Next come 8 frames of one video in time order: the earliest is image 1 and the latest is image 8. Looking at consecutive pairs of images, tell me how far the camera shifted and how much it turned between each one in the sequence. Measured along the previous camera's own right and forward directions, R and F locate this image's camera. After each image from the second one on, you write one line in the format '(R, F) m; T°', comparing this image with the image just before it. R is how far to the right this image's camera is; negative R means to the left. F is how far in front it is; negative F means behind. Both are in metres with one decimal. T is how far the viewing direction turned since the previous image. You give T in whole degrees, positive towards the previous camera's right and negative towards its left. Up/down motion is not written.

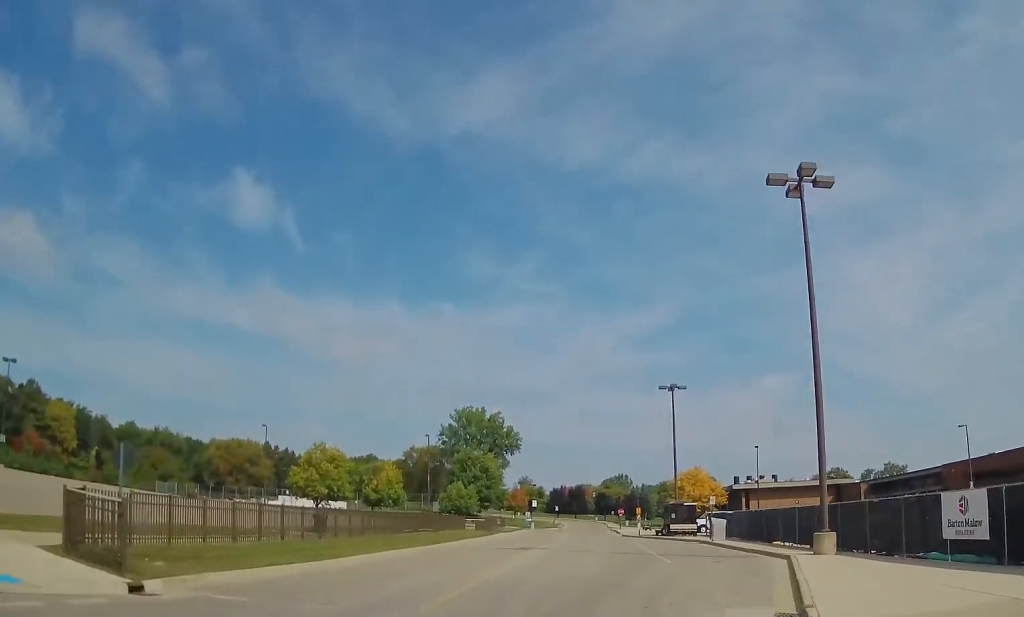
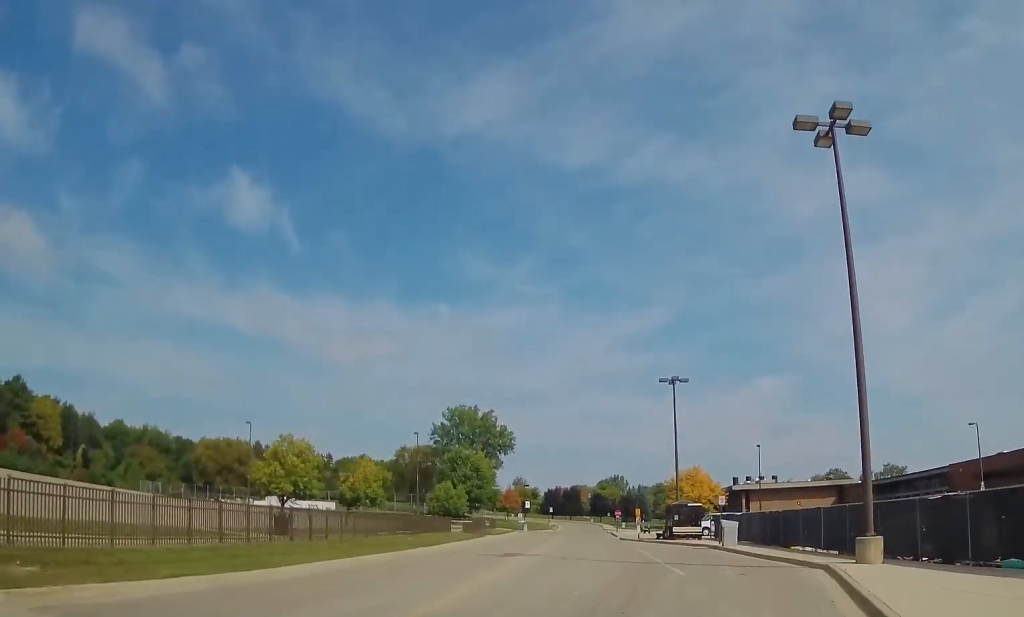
(-0.1, +3.8) m; 0°
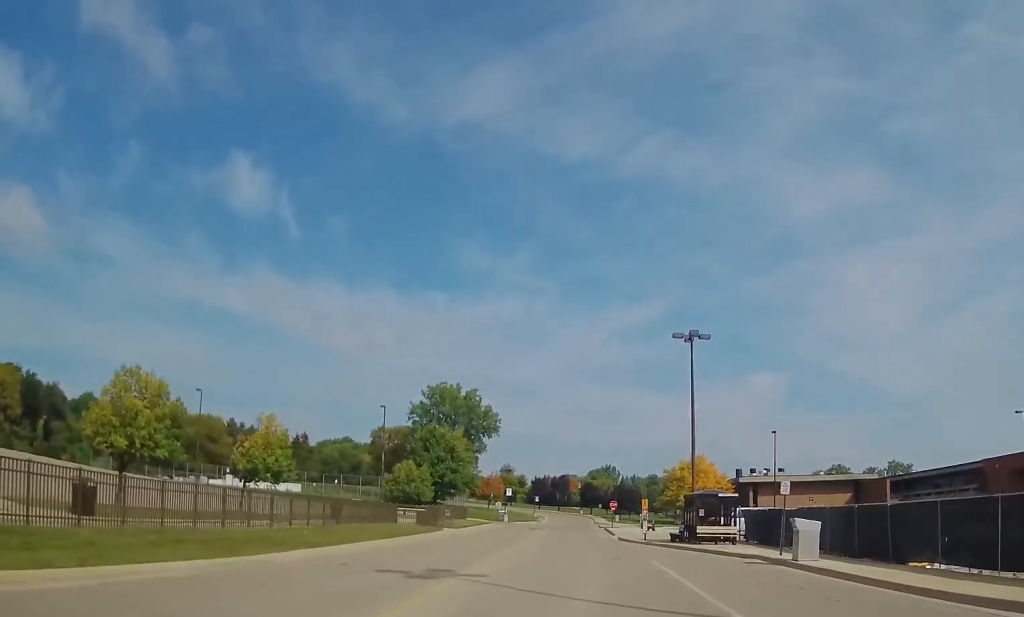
(+0.3, +13.2) m; 0°
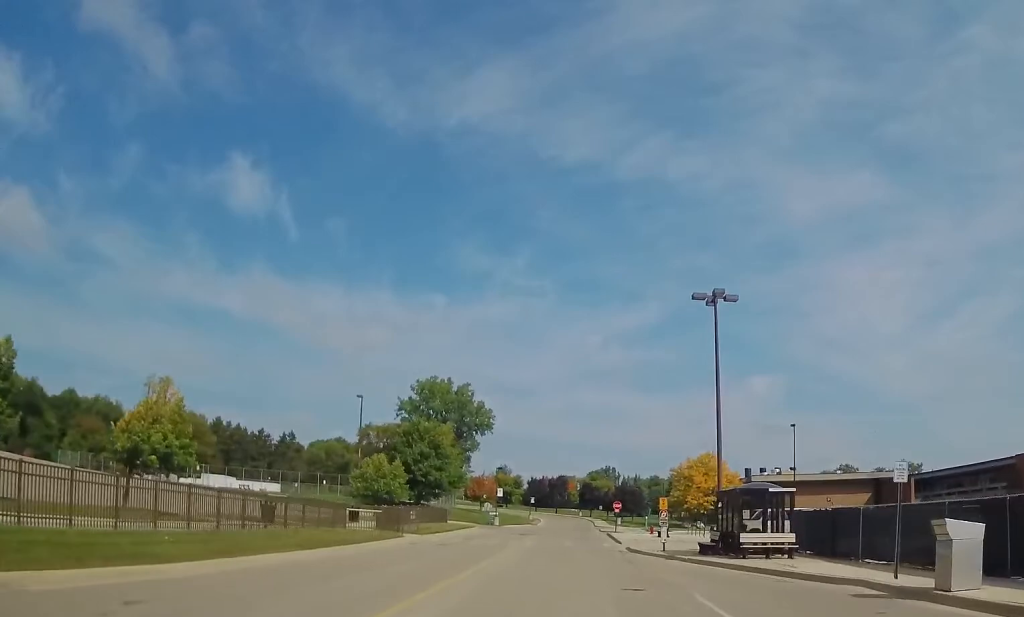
(-0.3, +9.4) m; 0°
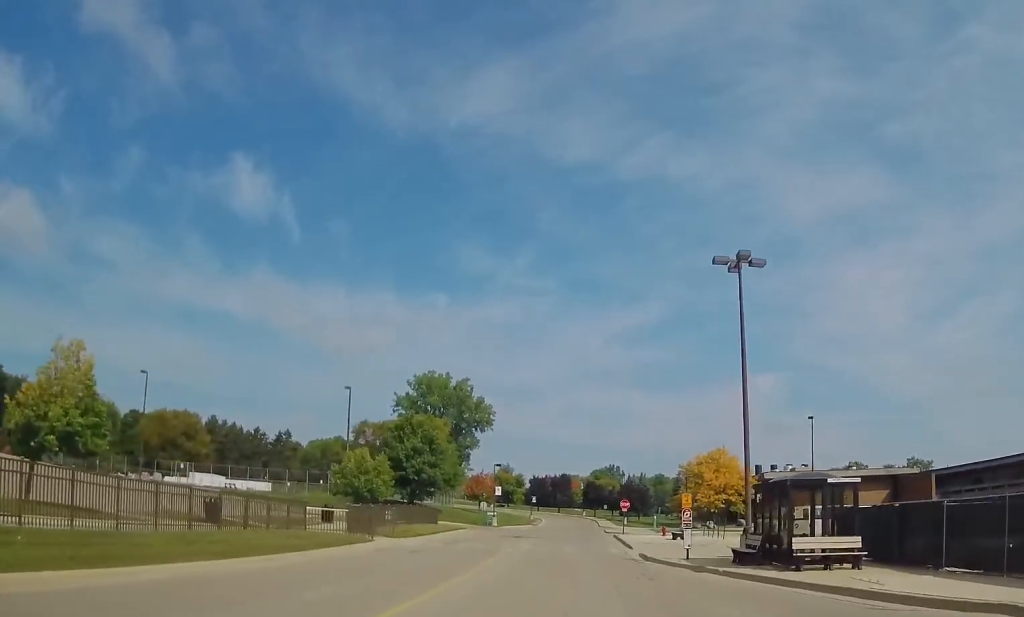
(+0.2, +5.5) m; +1°
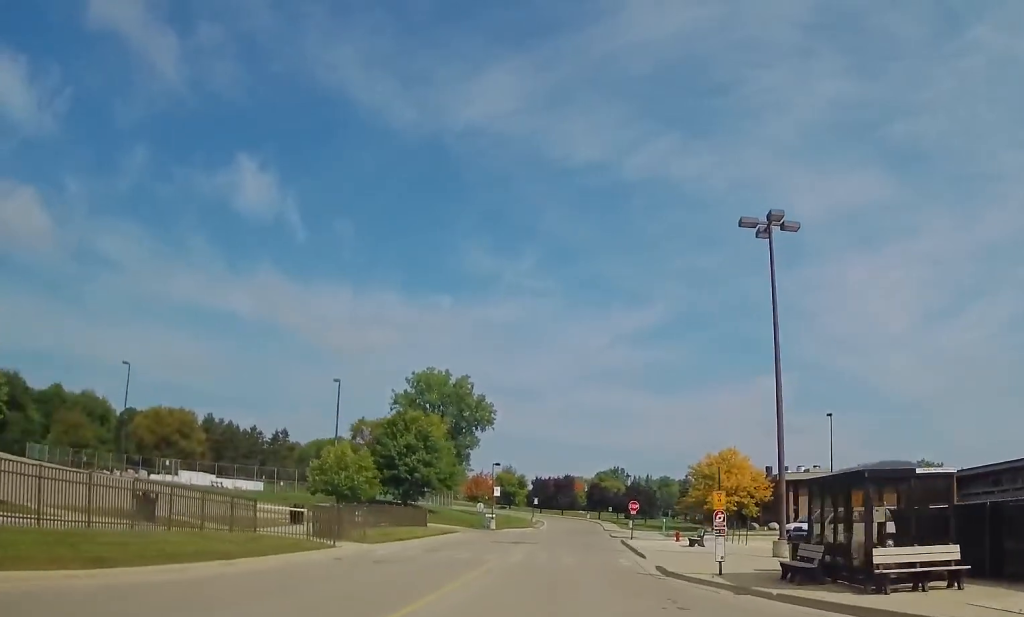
(0.0, +4.9) m; 0°
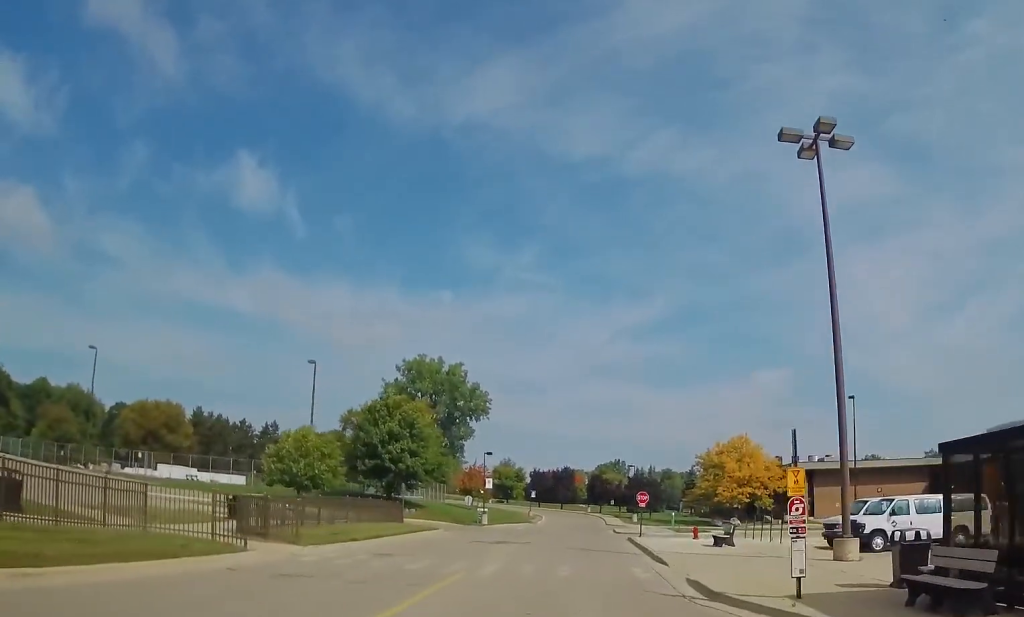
(0.0, +6.6) m; 0°
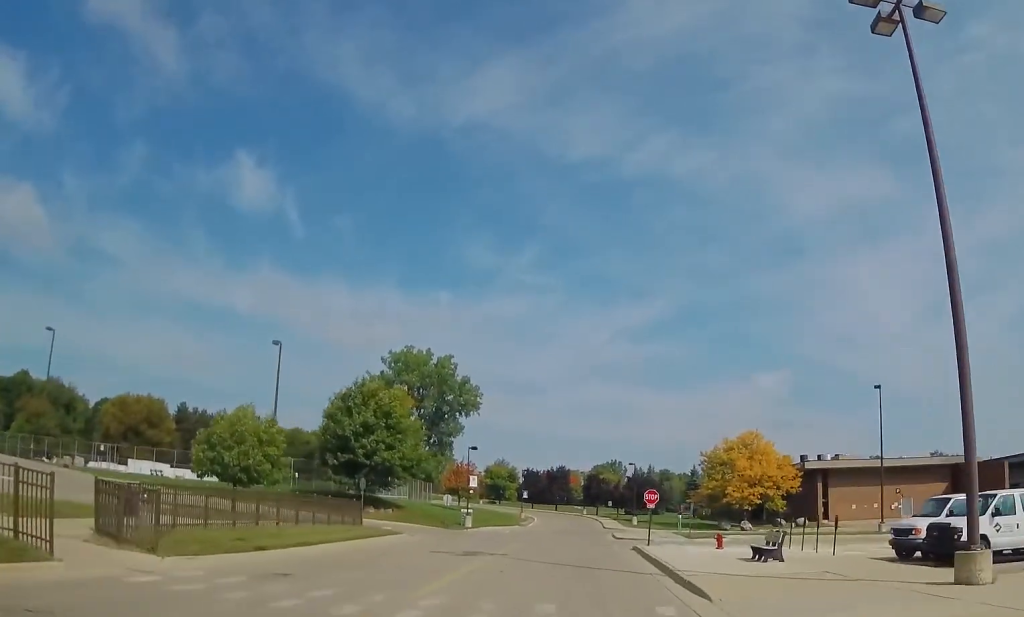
(0.0, +7.3) m; 0°
